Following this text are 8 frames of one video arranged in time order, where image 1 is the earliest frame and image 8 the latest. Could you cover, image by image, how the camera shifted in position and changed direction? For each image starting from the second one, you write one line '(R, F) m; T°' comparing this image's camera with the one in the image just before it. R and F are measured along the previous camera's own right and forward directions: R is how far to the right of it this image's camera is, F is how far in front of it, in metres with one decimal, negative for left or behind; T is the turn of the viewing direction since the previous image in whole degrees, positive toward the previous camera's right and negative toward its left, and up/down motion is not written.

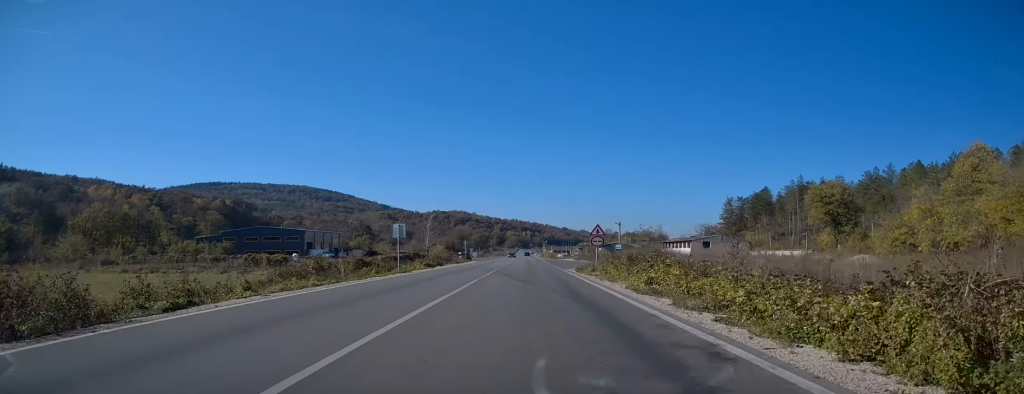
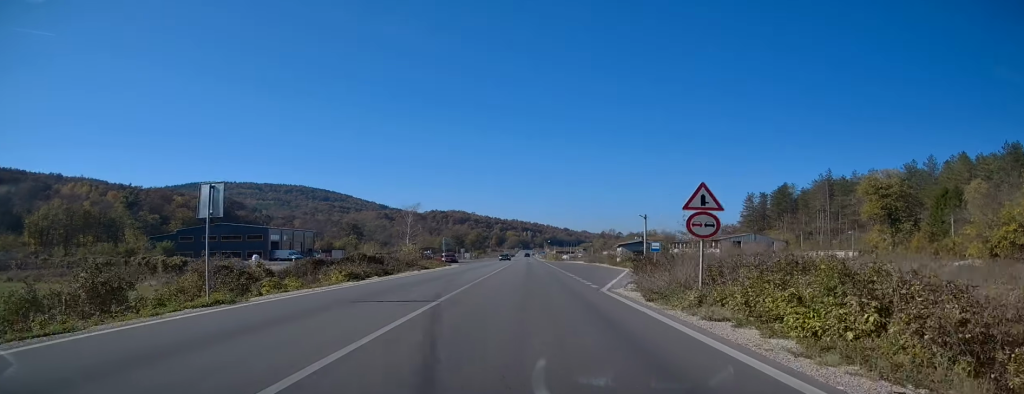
(0.0, +19.7) m; 0°
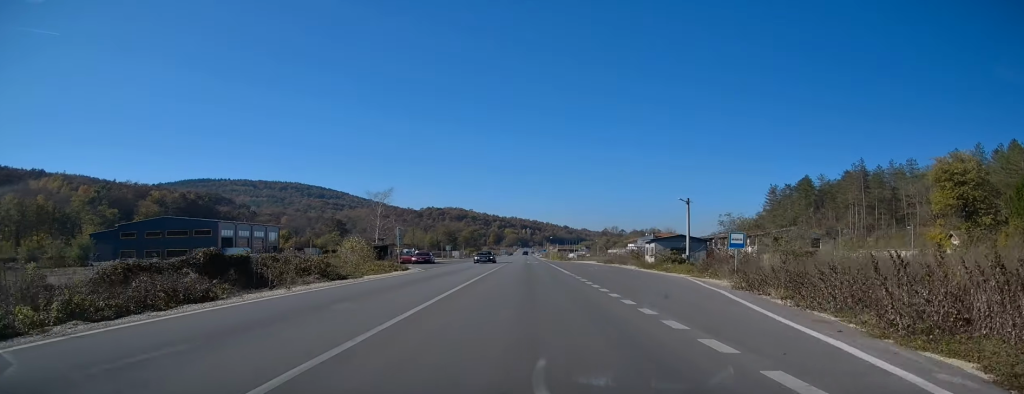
(0.0, +19.4) m; 0°
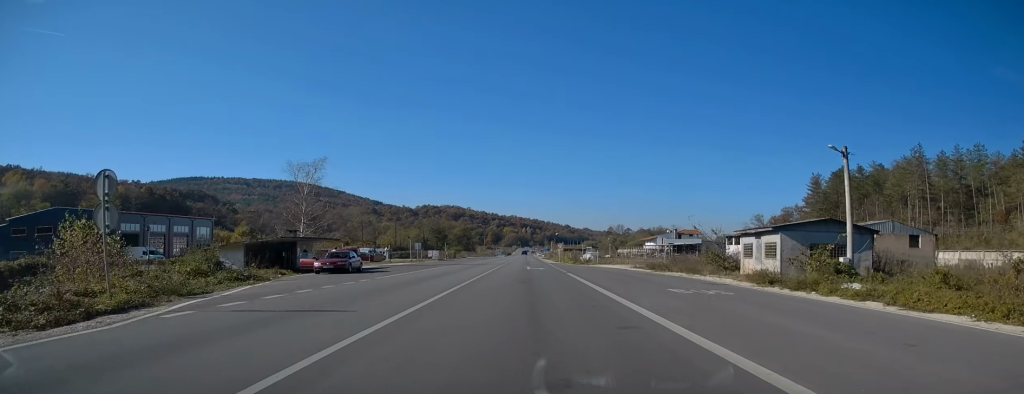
(0.0, +26.8) m; 0°
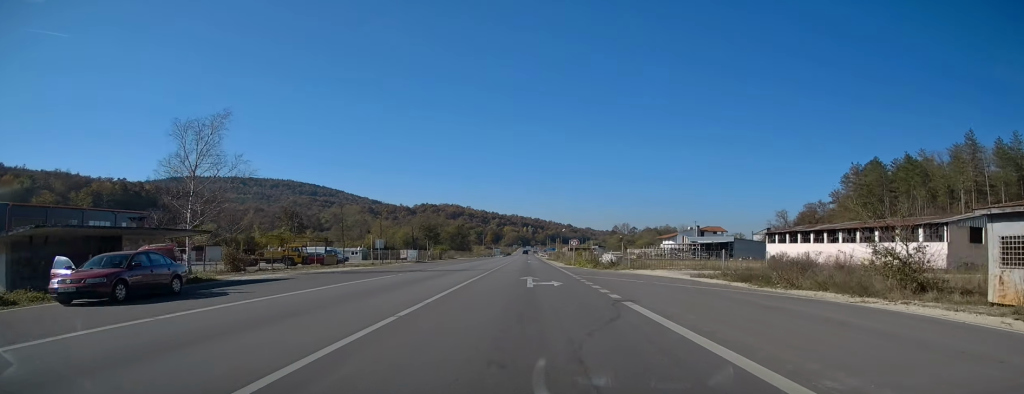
(0.0, +18.9) m; 0°
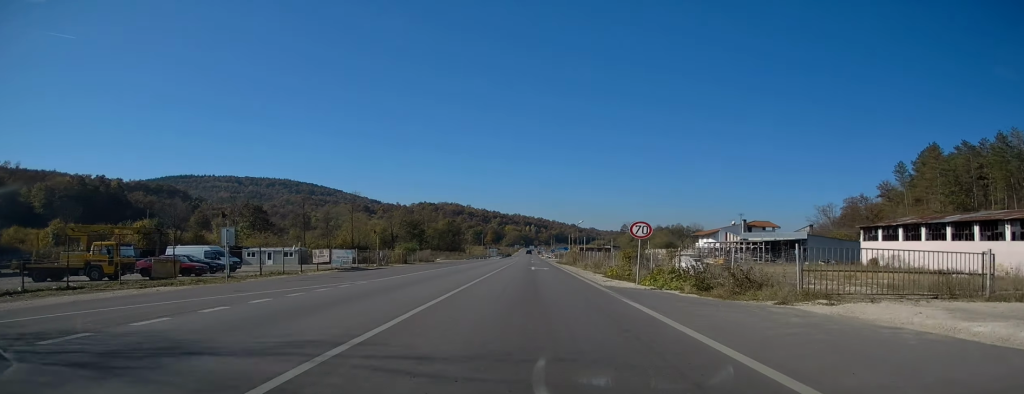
(+0.3, +27.4) m; +1°
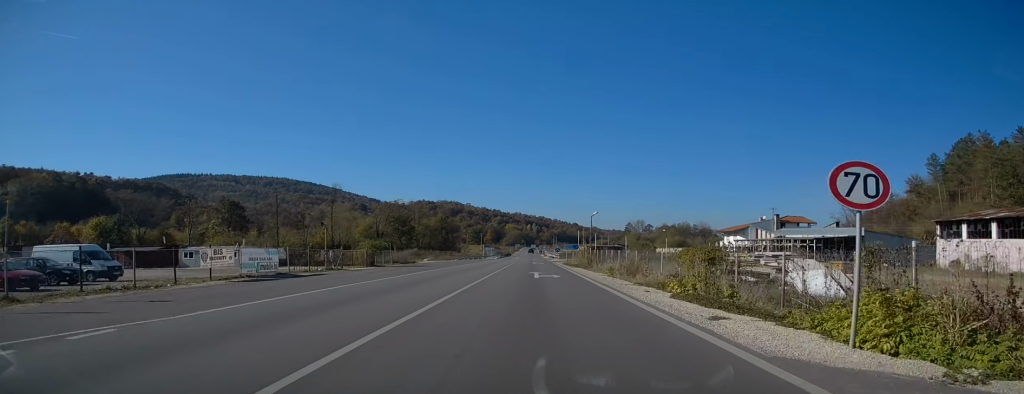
(+0.2, +13.9) m; 0°
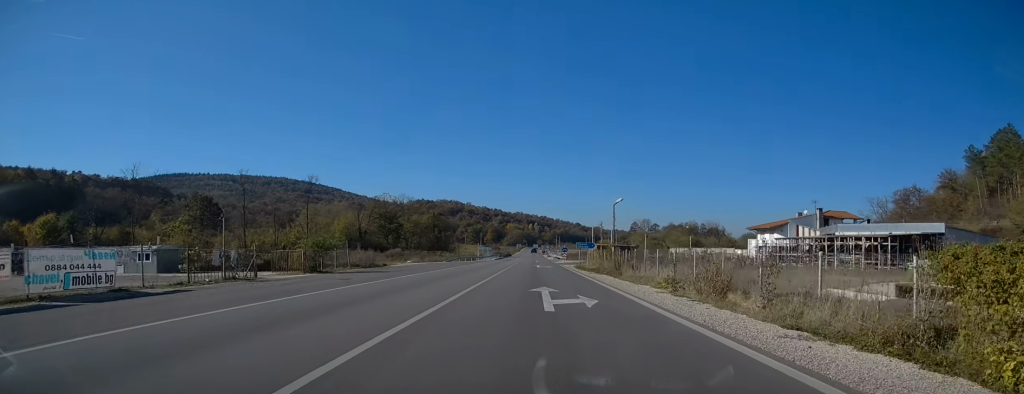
(-0.3, +13.7) m; -1°
